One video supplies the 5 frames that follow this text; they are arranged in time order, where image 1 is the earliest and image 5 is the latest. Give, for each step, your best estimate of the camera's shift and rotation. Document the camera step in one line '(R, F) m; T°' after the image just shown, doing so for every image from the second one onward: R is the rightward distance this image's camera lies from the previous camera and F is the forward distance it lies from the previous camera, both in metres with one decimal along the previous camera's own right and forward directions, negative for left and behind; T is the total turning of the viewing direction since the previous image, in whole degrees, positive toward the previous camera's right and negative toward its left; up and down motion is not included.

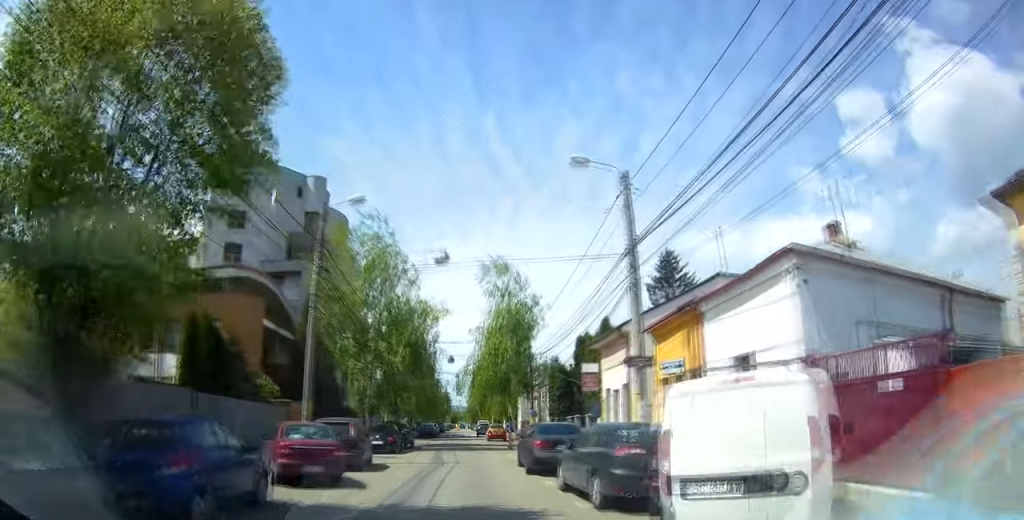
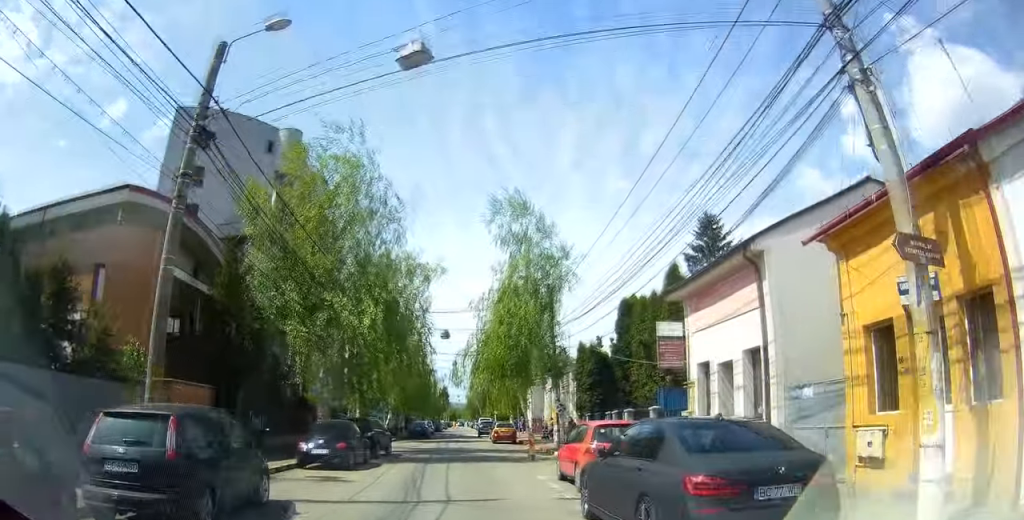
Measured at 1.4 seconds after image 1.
(0.0, +11.8) m; 0°
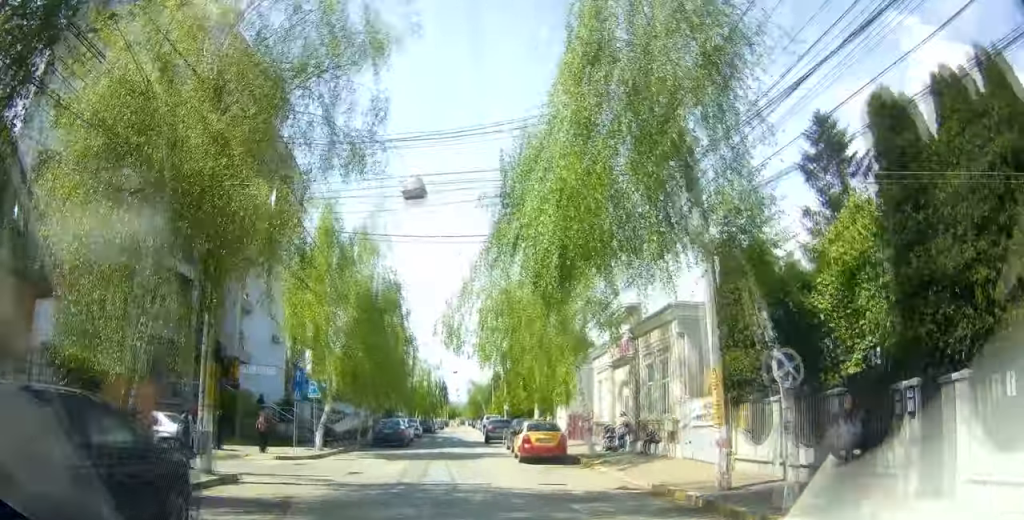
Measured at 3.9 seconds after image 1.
(-0.1, +20.2) m; -1°
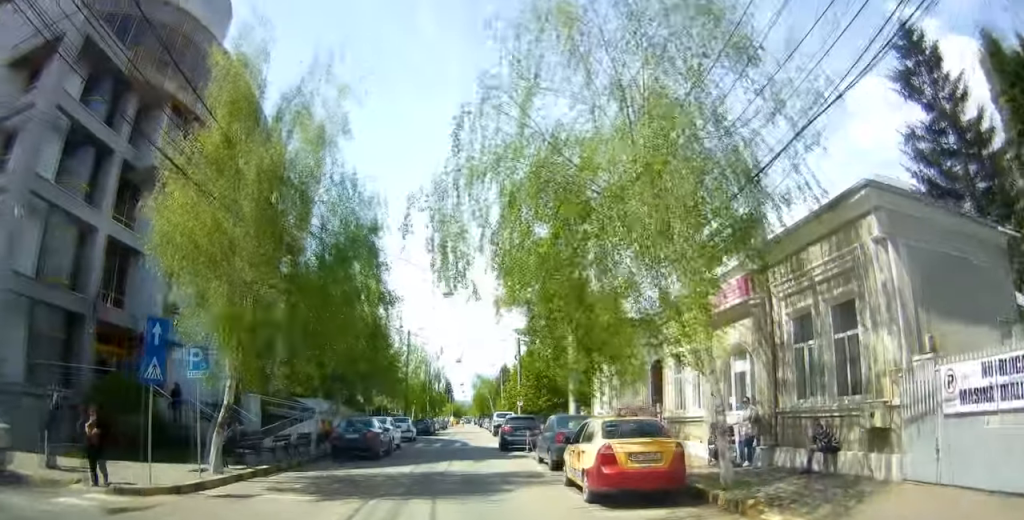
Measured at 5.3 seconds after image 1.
(-0.1, +10.6) m; -1°
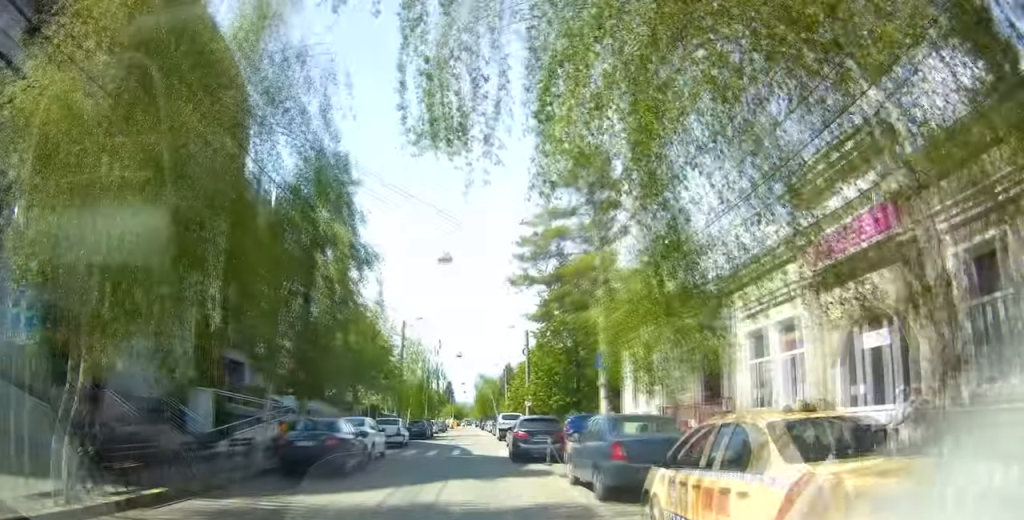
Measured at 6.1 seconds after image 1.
(0.0, +5.6) m; +2°
